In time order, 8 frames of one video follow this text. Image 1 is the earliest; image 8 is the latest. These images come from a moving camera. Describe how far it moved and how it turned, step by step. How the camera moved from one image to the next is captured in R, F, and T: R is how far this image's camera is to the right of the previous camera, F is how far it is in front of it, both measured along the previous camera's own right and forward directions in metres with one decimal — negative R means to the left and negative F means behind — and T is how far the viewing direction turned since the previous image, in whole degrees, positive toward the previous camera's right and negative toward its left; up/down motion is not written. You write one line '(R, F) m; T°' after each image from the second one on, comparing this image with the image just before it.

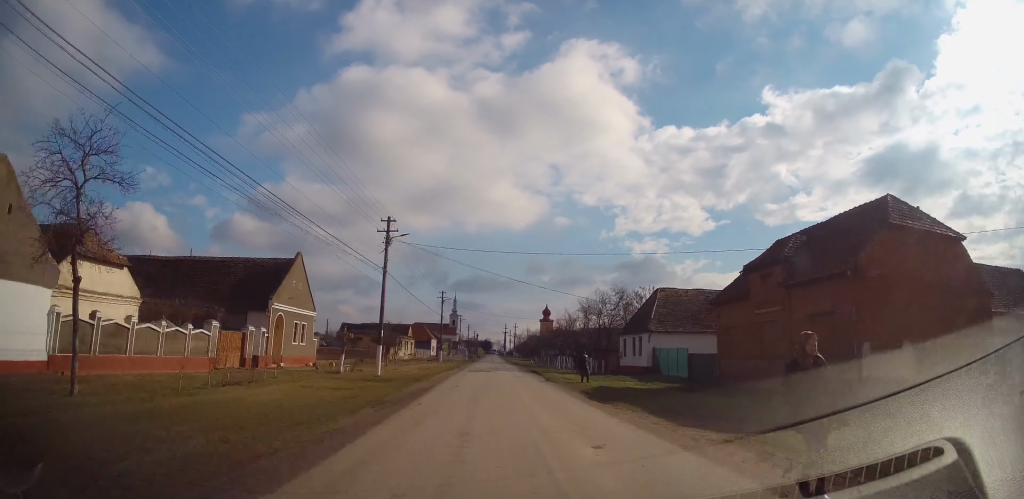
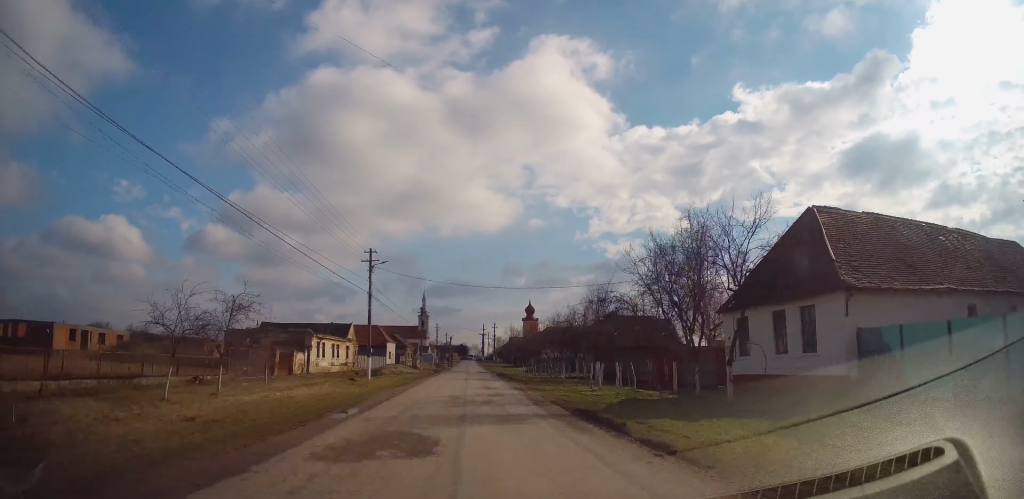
(+0.9, +27.5) m; +3°
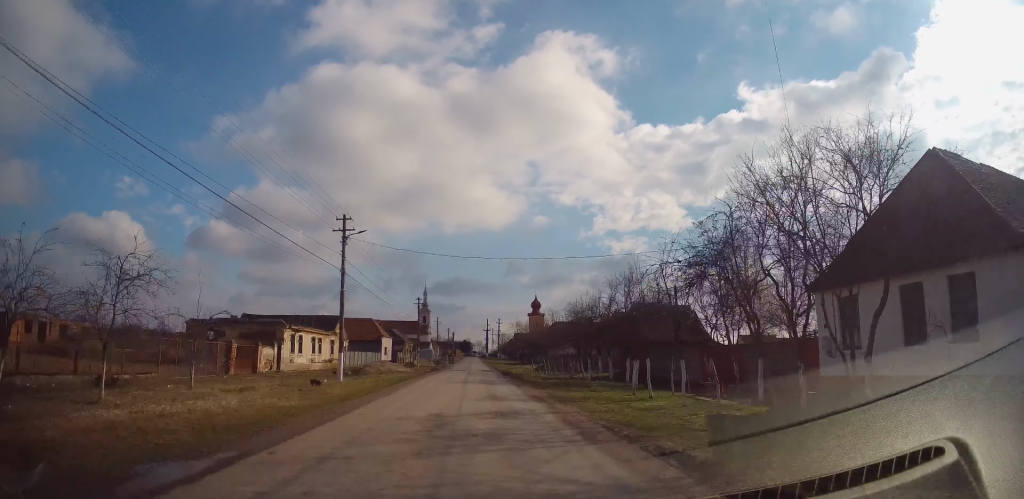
(0.0, +7.4) m; 0°
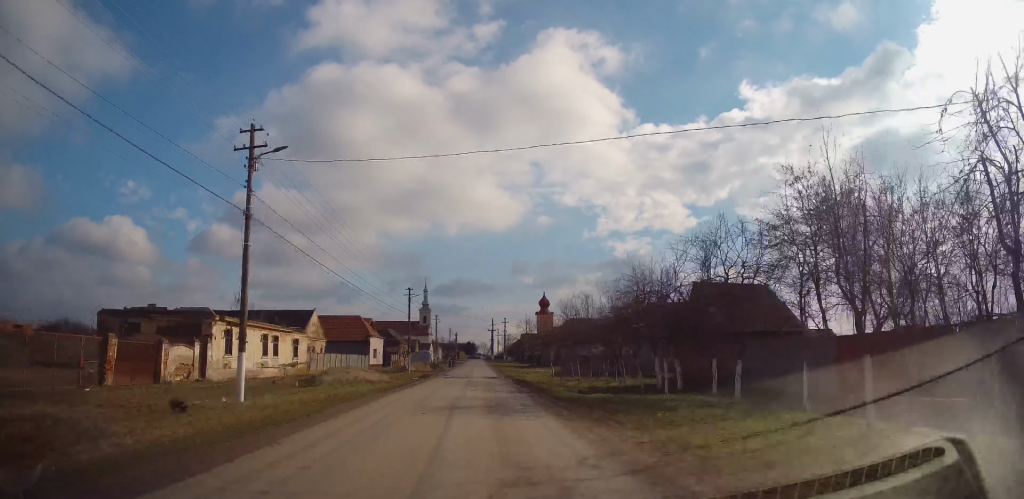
(0.0, +11.2) m; -1°
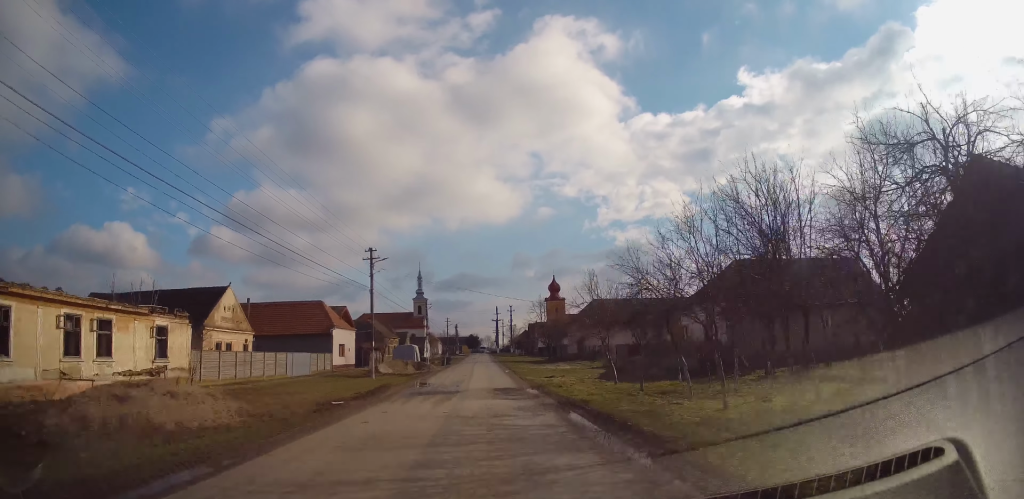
(-0.5, +18.2) m; 0°
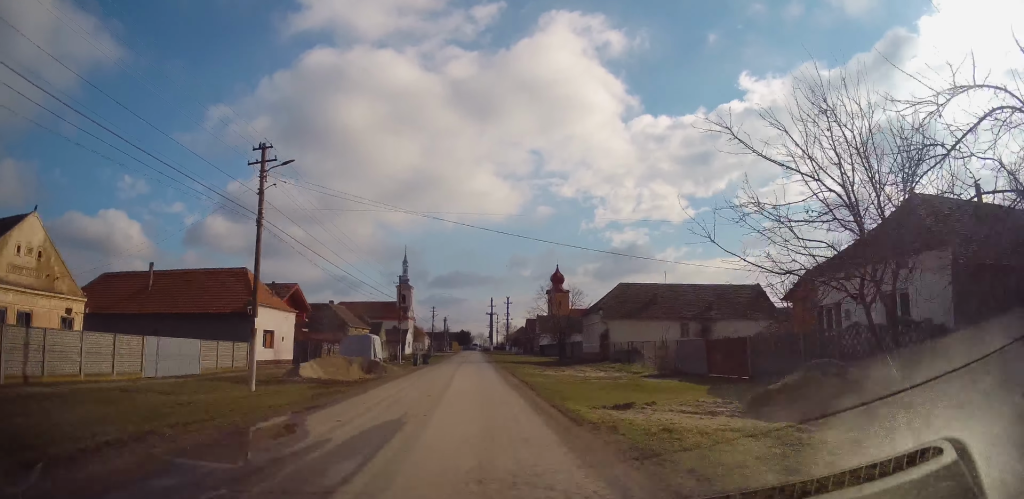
(+0.5, +16.8) m; 0°
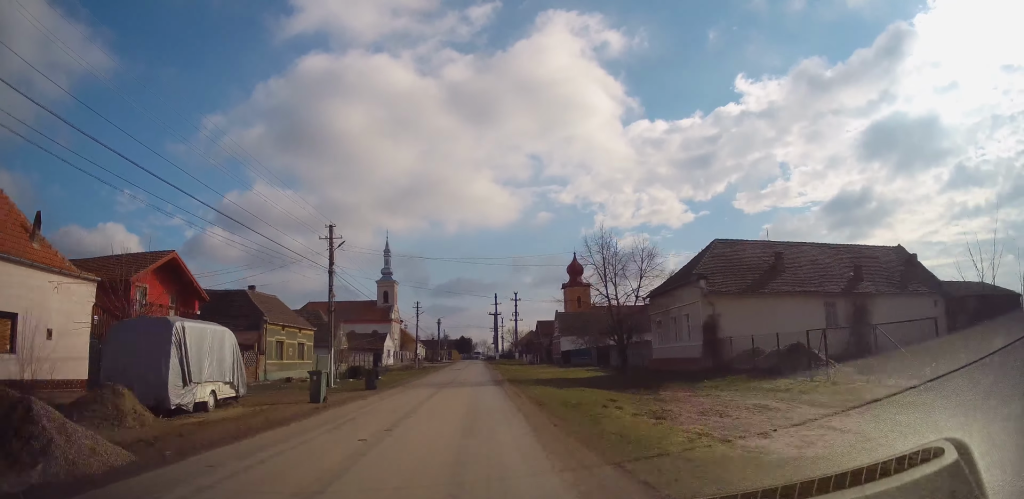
(-0.5, +23.2) m; 0°
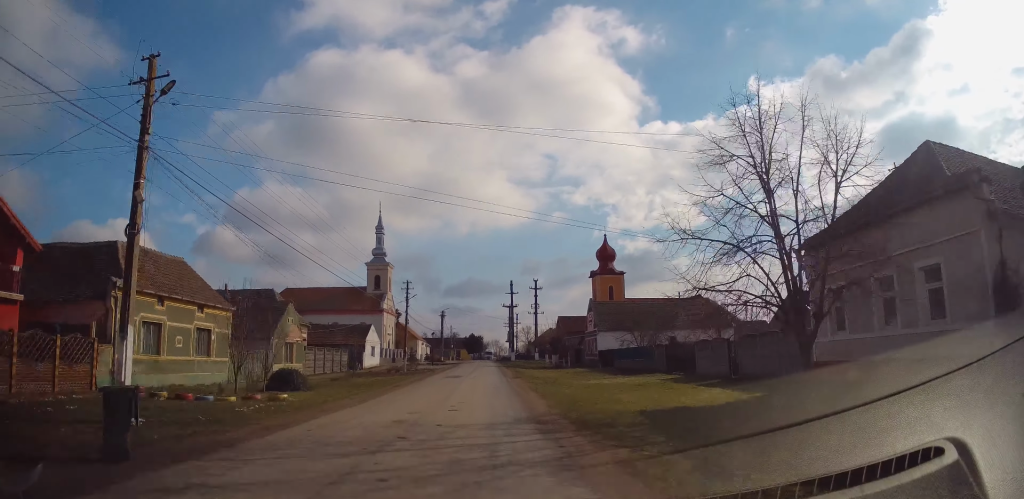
(+0.2, +16.7) m; 0°
